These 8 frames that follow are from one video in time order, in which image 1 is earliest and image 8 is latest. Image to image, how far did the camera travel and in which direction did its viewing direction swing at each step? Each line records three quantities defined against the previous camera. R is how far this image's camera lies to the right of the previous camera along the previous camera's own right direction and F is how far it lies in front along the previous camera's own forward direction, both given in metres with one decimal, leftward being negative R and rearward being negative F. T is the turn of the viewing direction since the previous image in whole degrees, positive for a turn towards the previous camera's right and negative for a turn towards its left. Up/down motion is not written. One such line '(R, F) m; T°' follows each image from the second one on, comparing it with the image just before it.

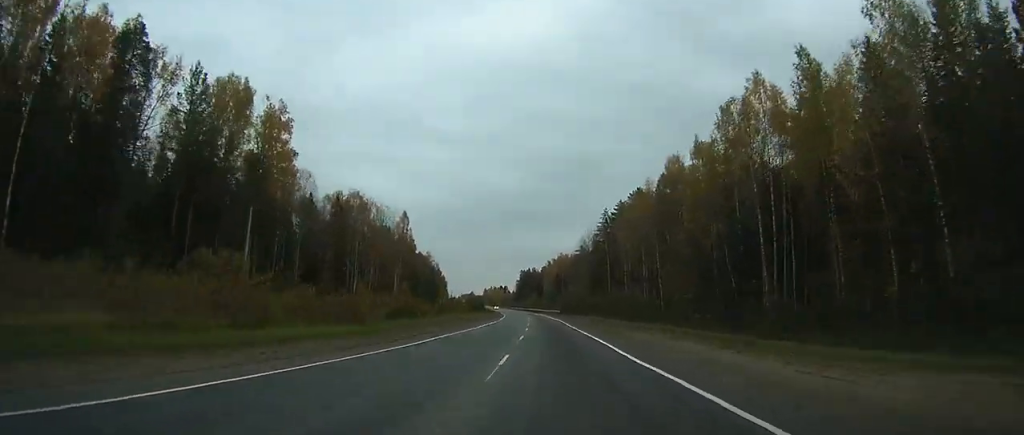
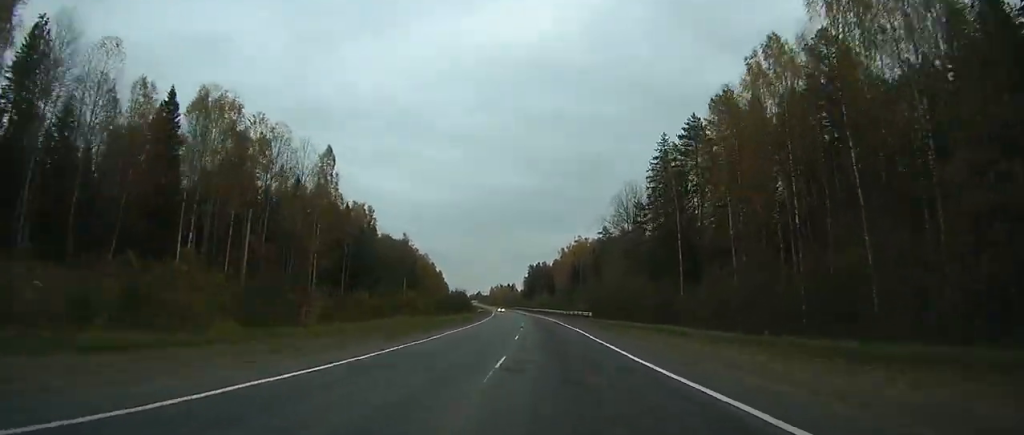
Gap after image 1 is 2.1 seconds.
(-1.3, +62.4) m; -1°
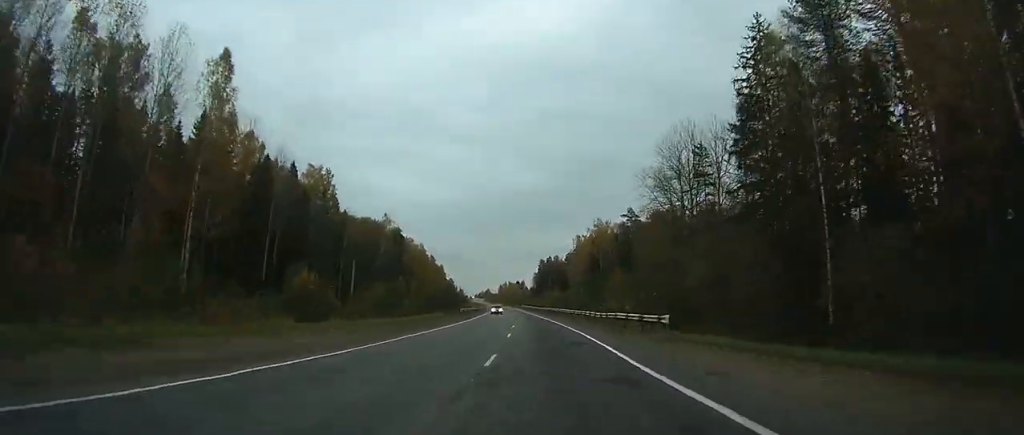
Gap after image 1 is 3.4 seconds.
(+0.1, +35.8) m; -1°
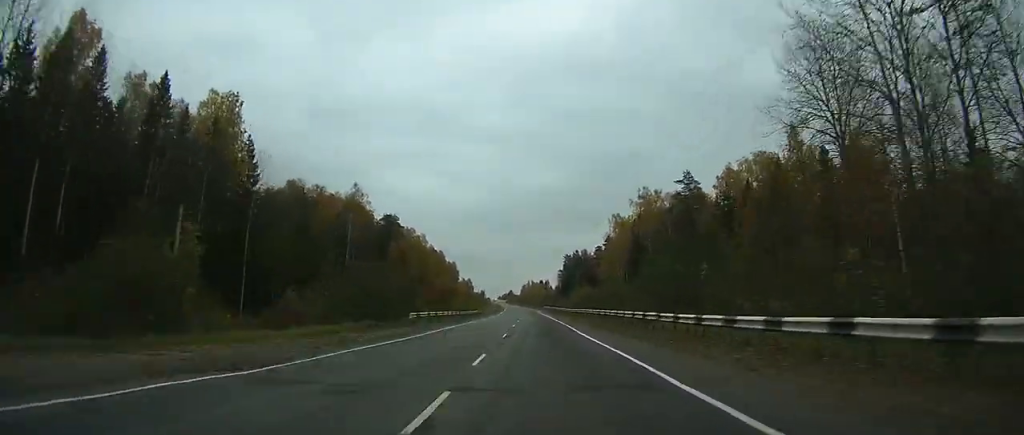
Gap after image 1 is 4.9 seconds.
(-0.6, +42.0) m; -2°
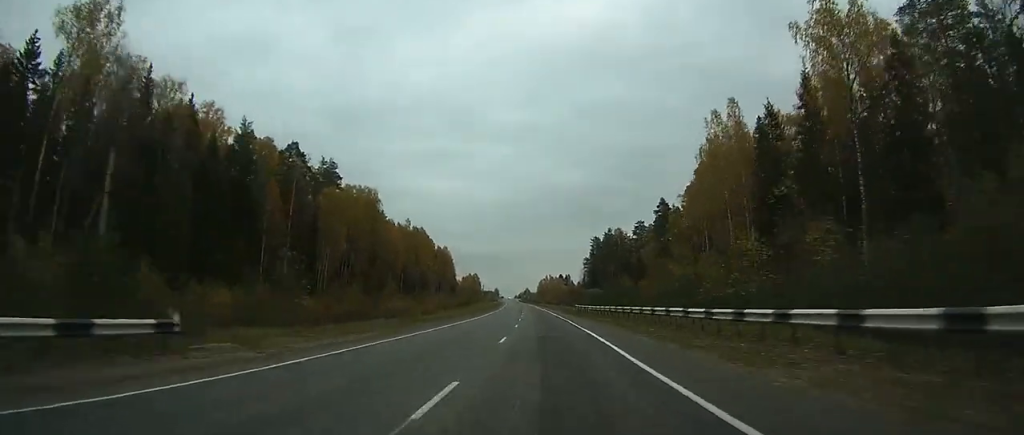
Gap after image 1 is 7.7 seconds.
(-2.0, +75.8) m; -3°
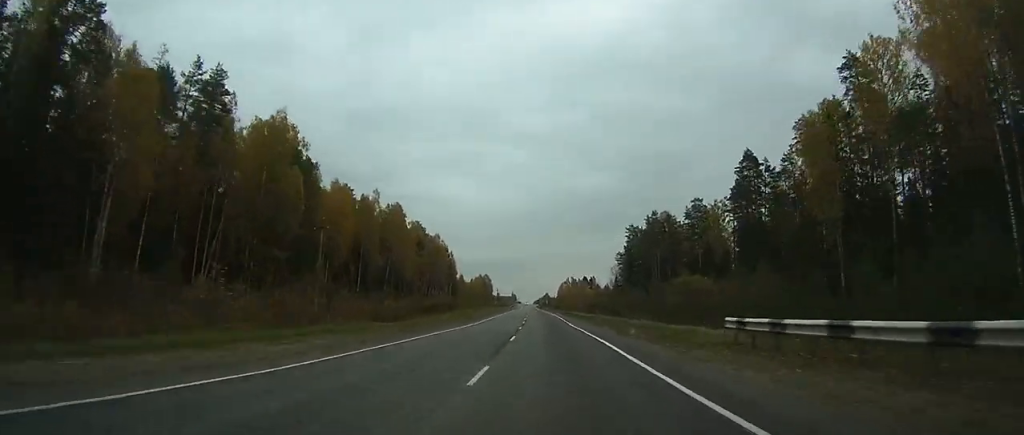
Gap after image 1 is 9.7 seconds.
(-0.5, +58.9) m; -1°
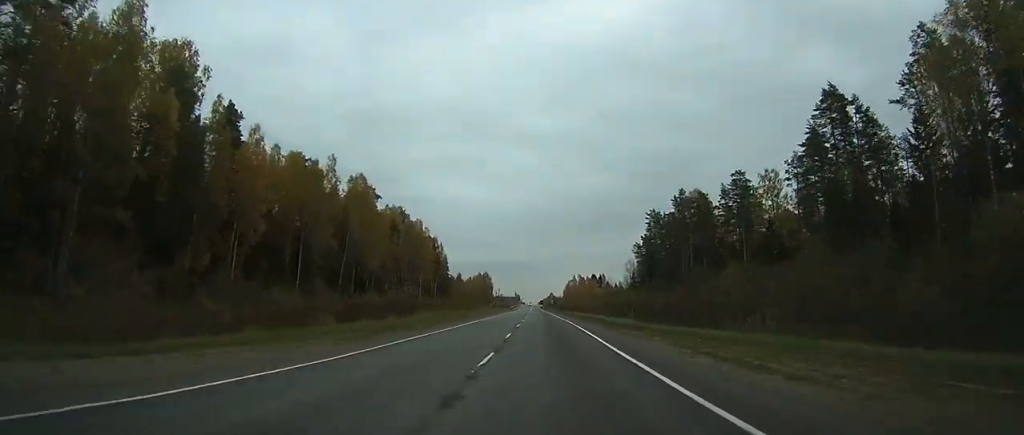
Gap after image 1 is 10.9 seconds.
(-0.3, +33.3) m; -1°
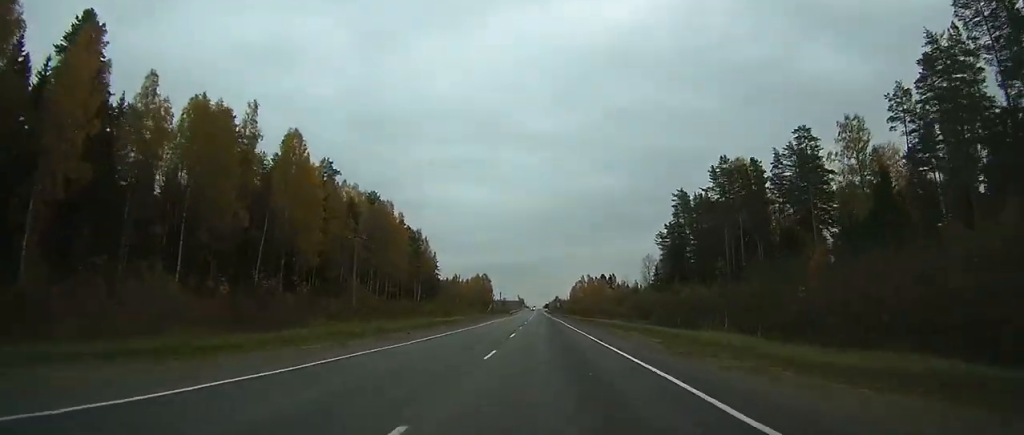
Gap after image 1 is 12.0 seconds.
(-0.1, +32.9) m; -1°
